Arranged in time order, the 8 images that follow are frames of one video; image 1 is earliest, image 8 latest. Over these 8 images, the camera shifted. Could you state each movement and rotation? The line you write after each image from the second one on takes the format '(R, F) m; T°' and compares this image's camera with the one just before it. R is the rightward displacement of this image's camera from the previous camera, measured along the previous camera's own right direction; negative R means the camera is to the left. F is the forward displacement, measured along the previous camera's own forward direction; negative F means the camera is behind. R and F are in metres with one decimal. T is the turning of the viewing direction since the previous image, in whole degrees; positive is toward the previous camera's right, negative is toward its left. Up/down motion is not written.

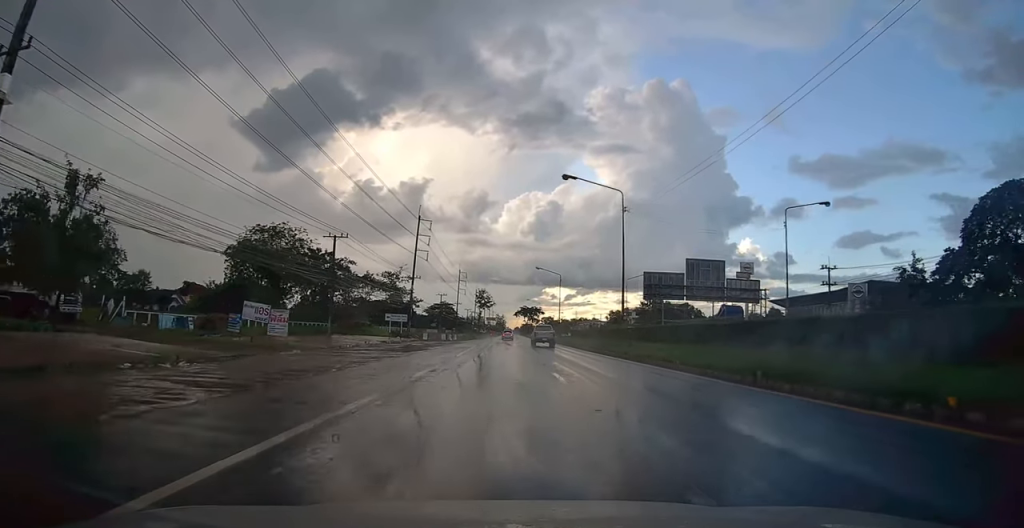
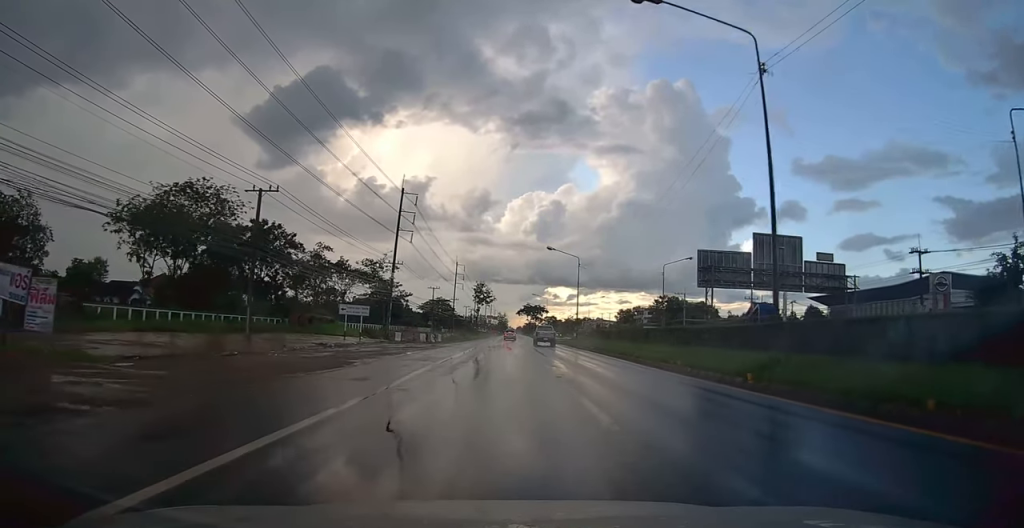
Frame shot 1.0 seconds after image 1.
(0.0, +17.5) m; 0°
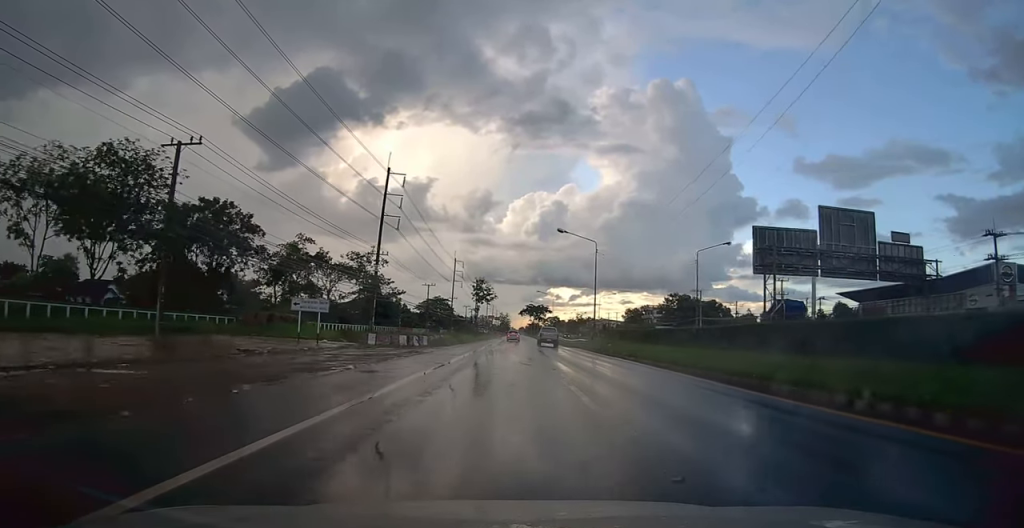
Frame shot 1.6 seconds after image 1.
(0.0, +10.4) m; 0°
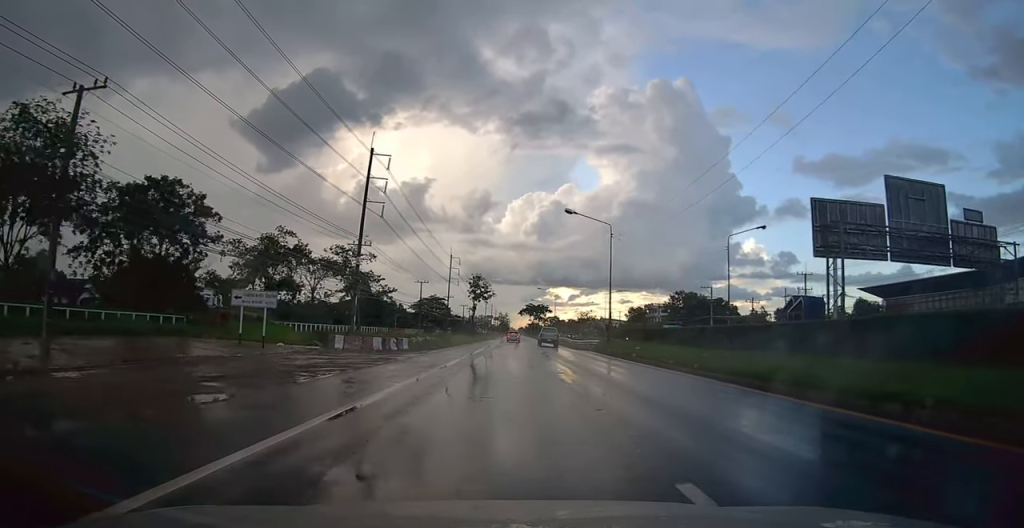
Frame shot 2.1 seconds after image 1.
(0.0, +7.6) m; 0°
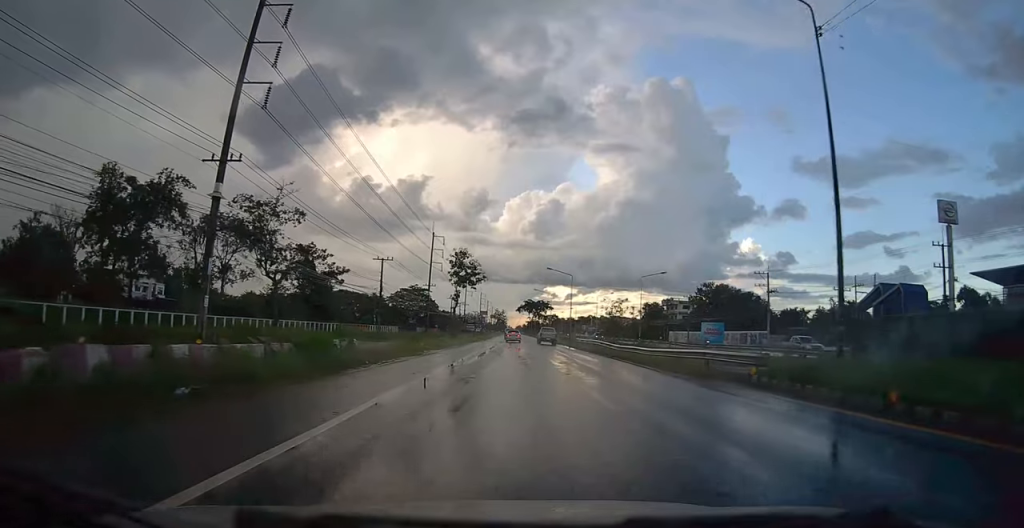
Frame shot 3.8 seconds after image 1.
(+0.1, +28.7) m; 0°
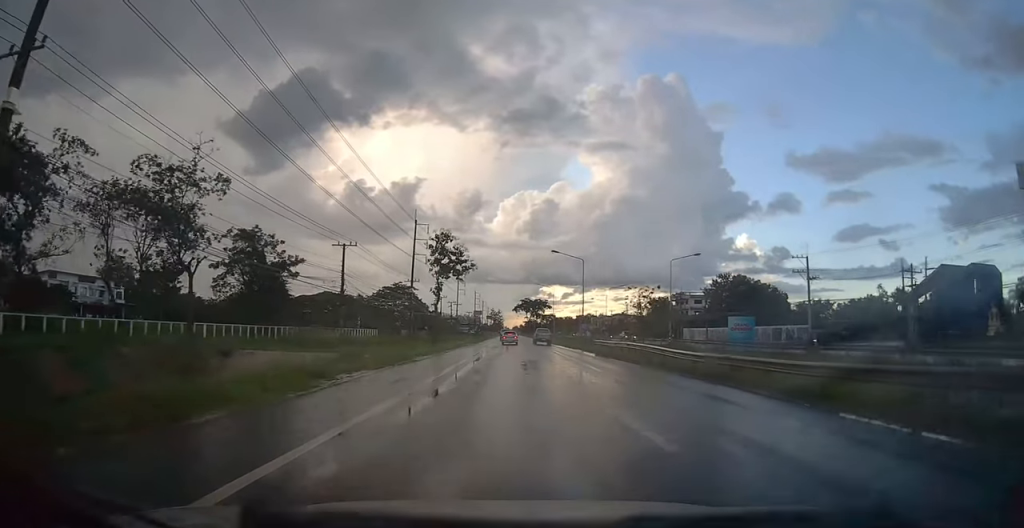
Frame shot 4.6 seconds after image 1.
(0.0, +14.8) m; 0°
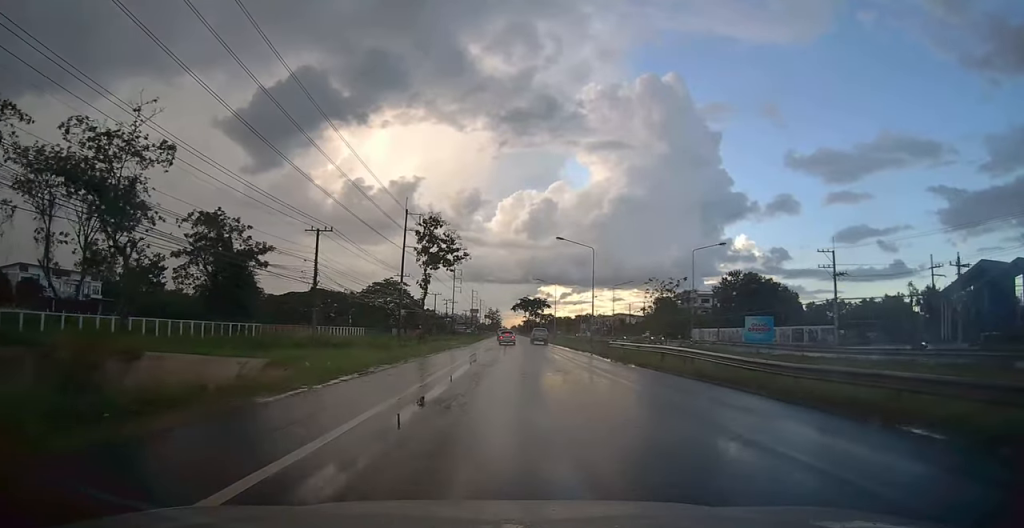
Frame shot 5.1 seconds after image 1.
(0.0, +7.5) m; 0°
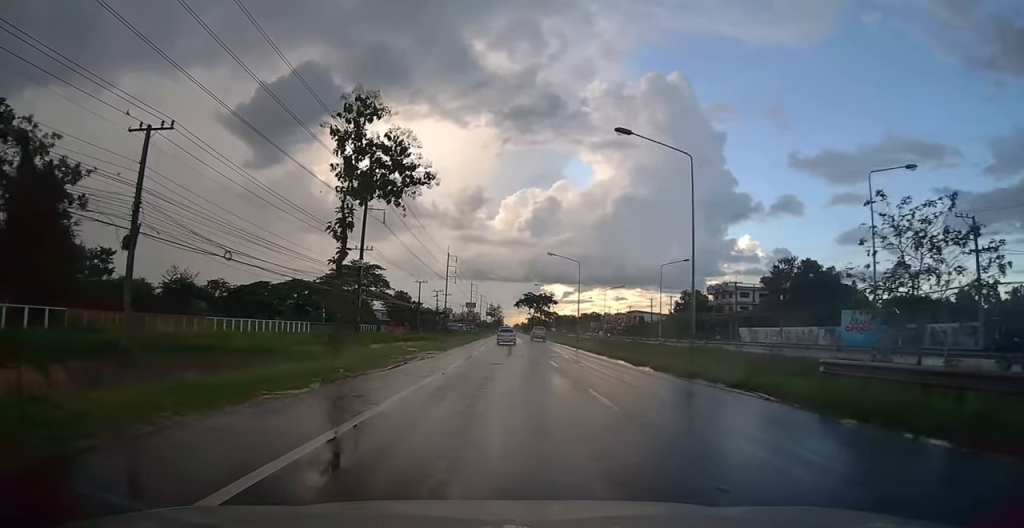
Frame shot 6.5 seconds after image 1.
(0.0, +25.7) m; 0°
